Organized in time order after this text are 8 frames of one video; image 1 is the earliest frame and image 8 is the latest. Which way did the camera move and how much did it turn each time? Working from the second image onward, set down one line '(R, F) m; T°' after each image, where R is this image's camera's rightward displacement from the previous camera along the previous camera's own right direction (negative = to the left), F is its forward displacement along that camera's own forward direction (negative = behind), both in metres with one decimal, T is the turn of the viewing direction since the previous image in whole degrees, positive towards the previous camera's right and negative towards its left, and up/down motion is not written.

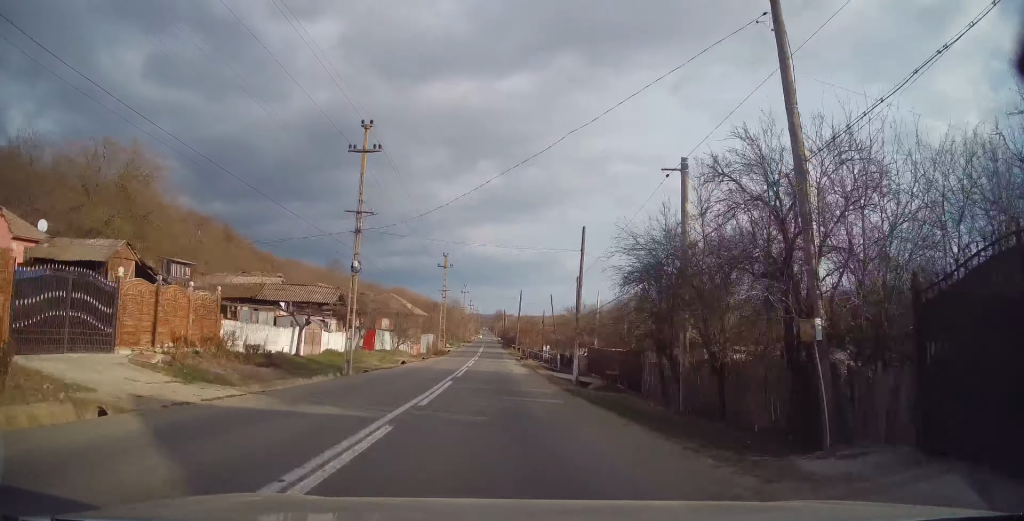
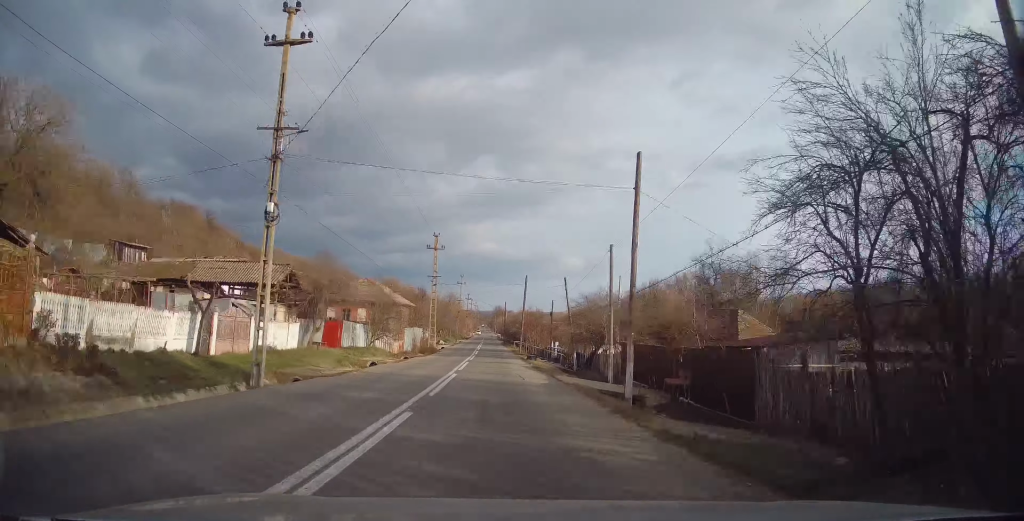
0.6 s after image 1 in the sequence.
(+0.2, +9.9) m; +1°
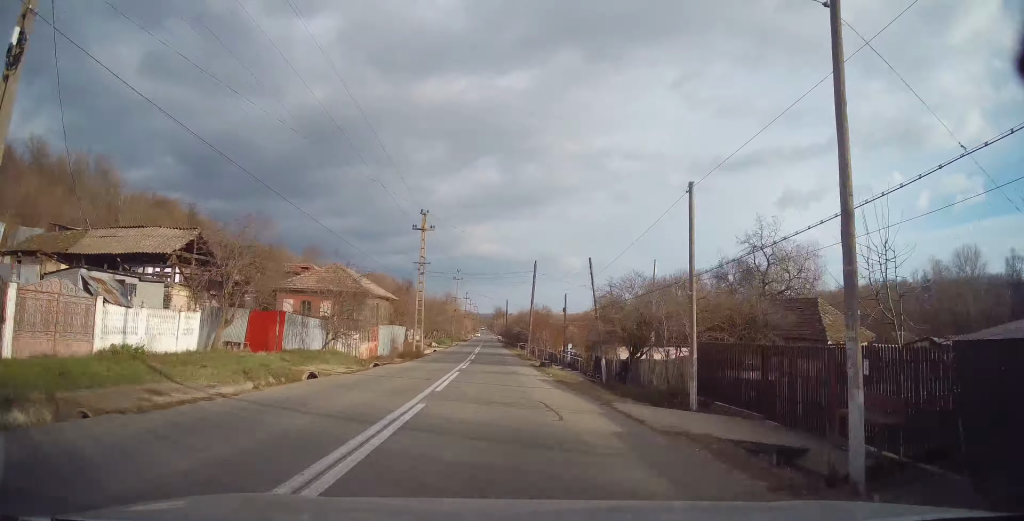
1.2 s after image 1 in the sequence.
(+0.1, +10.1) m; 0°
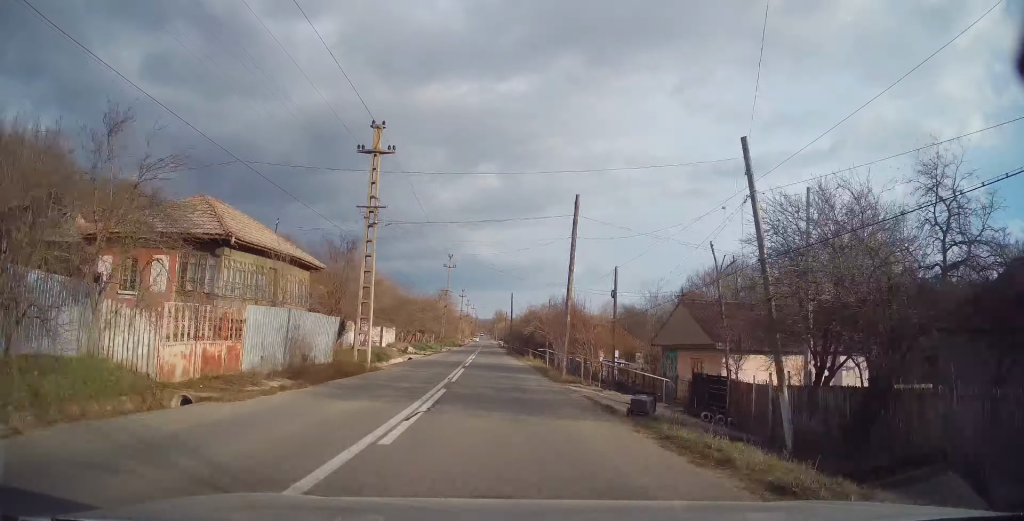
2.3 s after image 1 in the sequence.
(-0.3, +19.5) m; -1°
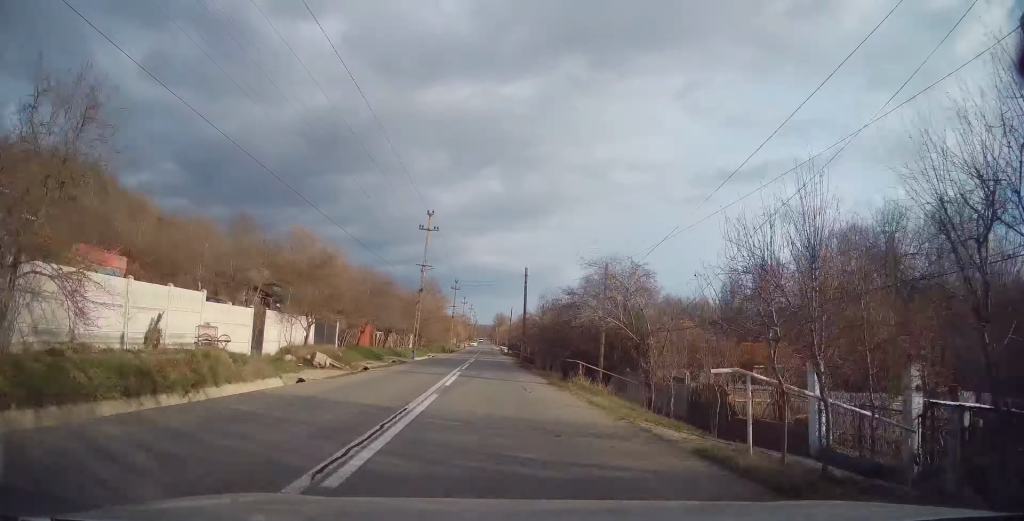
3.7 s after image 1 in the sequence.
(+0.1, +24.4) m; +1°
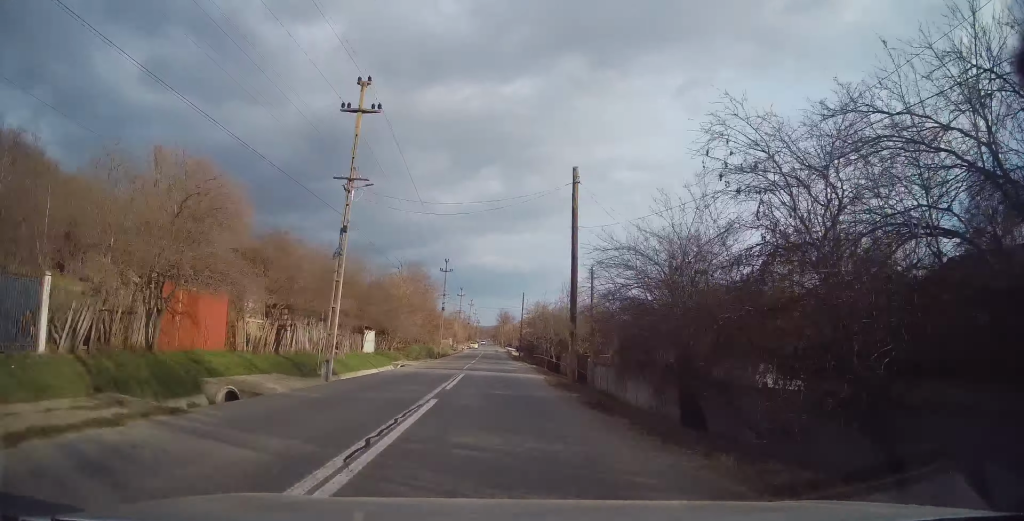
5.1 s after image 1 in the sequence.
(+0.2, +23.6) m; -1°
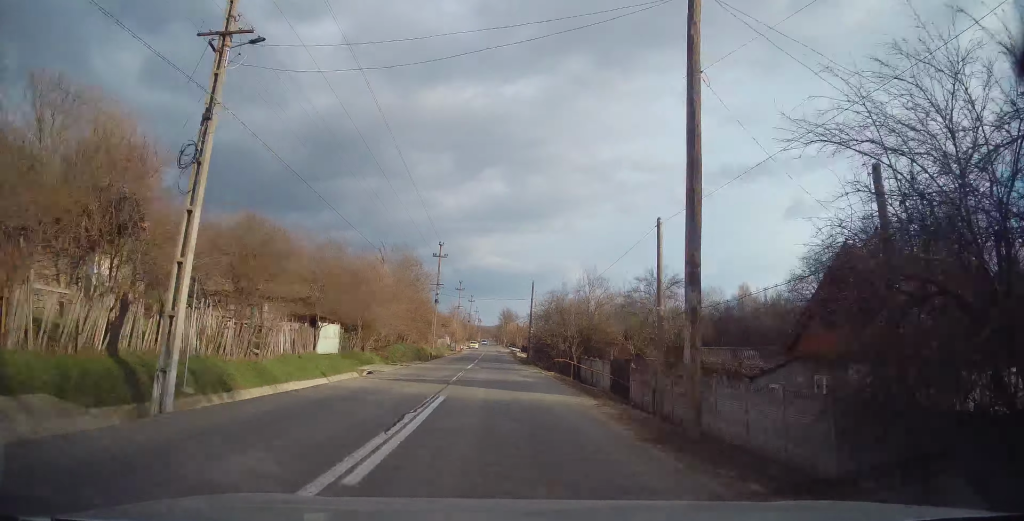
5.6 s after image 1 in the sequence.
(-0.3, +10.5) m; 0°
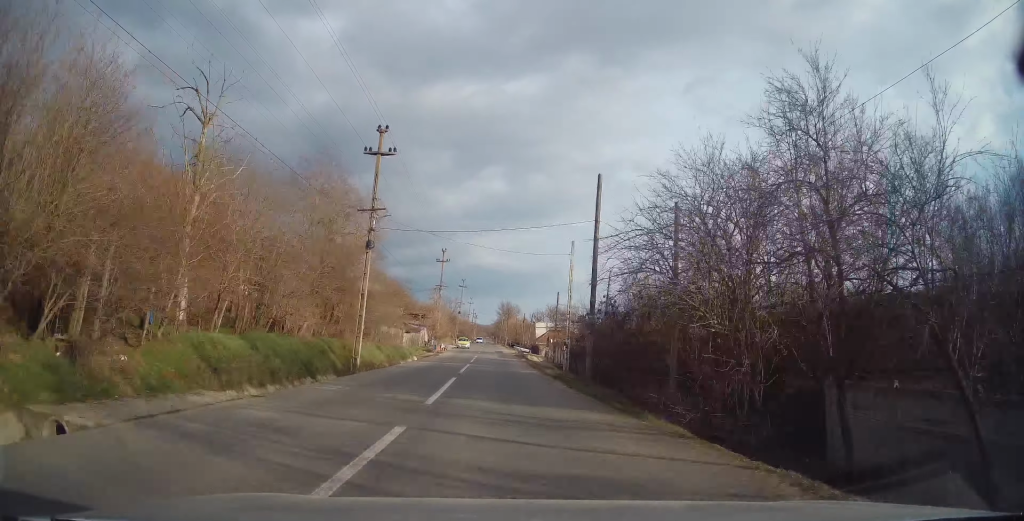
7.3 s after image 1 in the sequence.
(+0.4, +30.6) m; +1°
